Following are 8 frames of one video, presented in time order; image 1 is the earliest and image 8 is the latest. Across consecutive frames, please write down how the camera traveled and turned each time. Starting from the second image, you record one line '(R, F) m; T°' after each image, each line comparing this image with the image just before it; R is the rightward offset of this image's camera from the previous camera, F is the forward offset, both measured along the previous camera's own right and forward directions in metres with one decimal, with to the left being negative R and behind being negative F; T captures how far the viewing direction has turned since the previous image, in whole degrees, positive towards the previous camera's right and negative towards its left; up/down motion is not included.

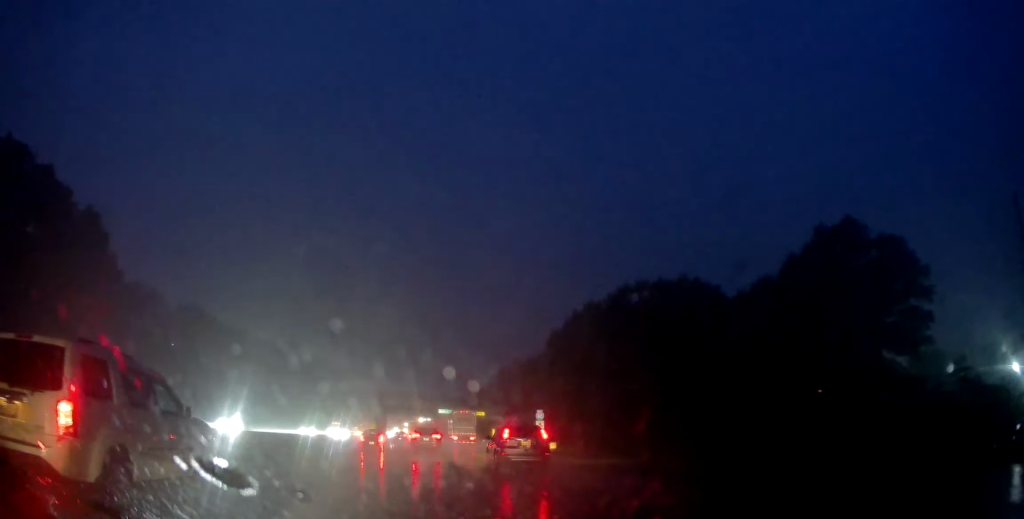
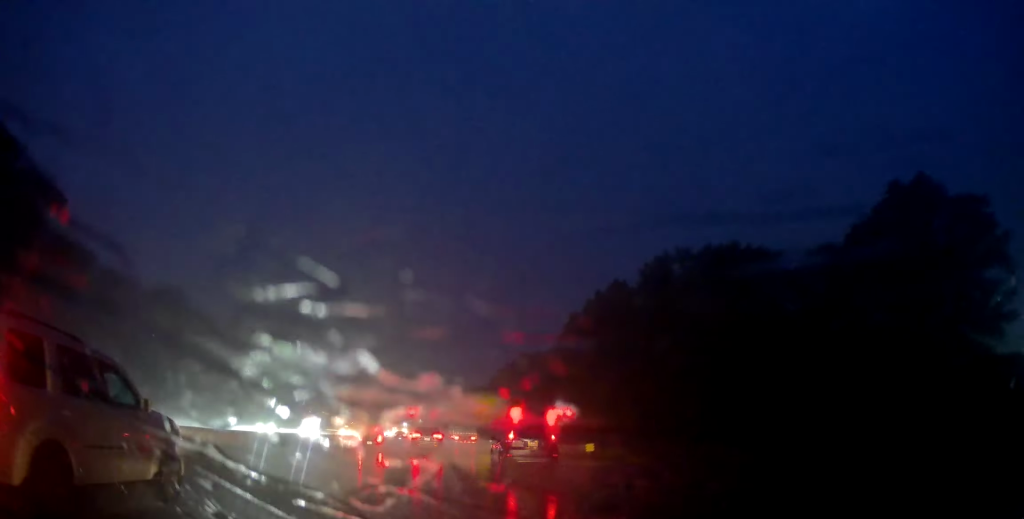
(-0.1, +10.5) m; 0°
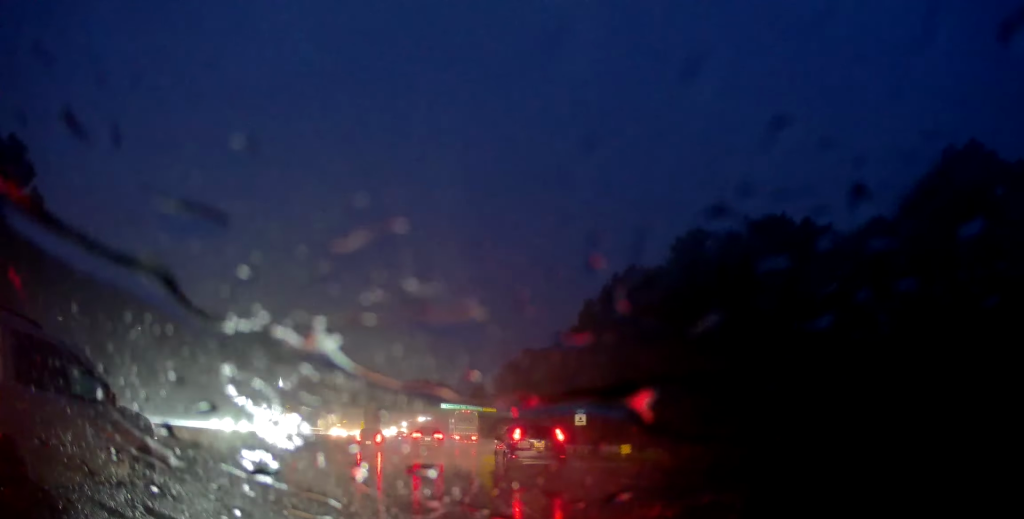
(-0.4, +6.7) m; +1°
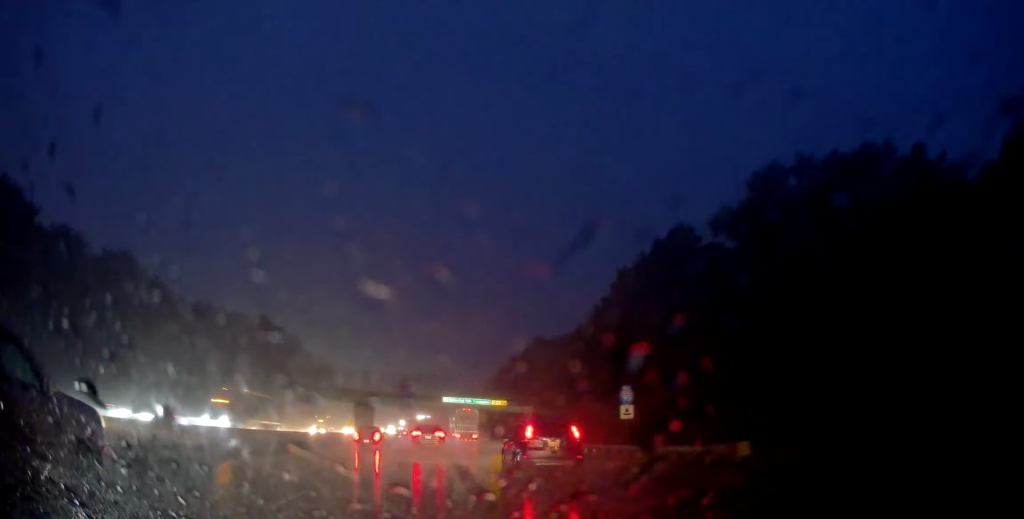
(+0.4, +11.5) m; 0°
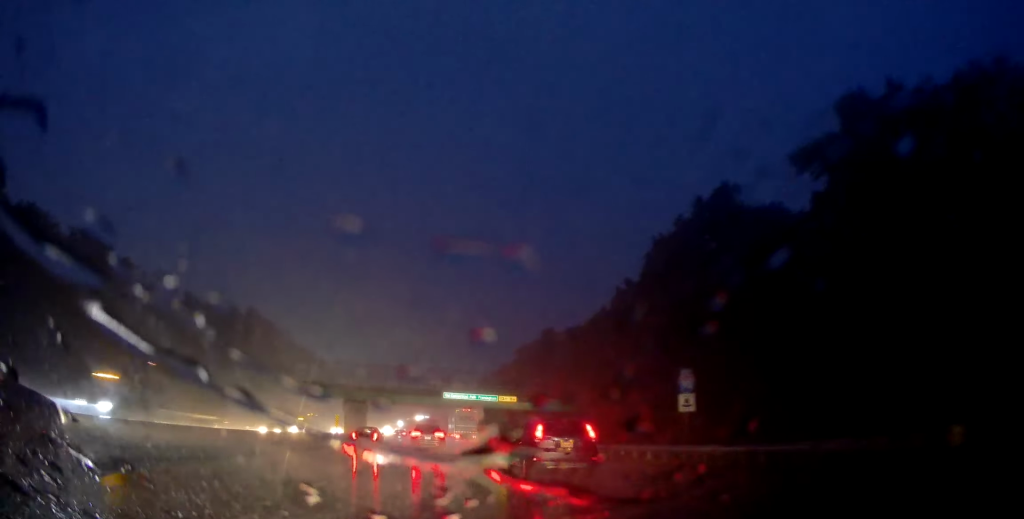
(+0.4, +9.0) m; 0°
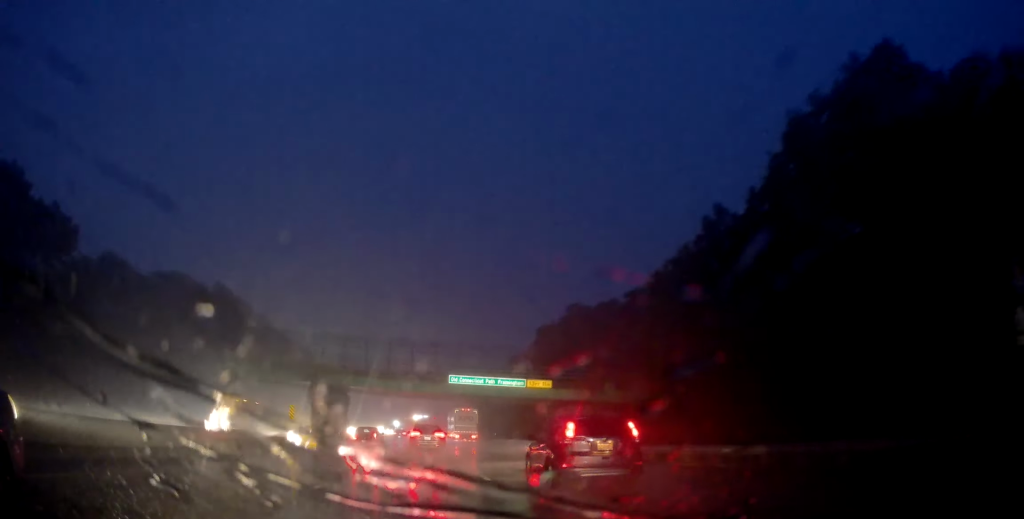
(-1.0, +19.3) m; -1°
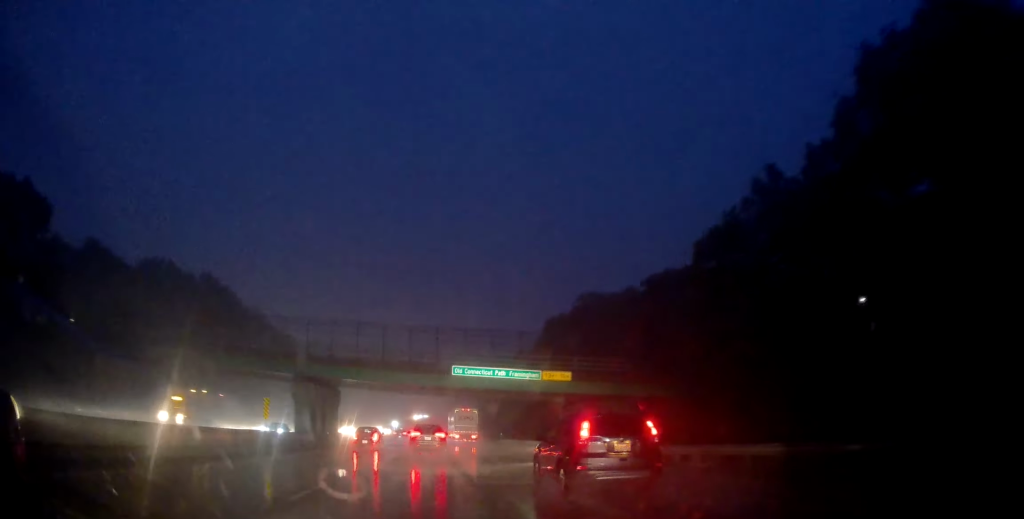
(+0.1, +6.5) m; +2°
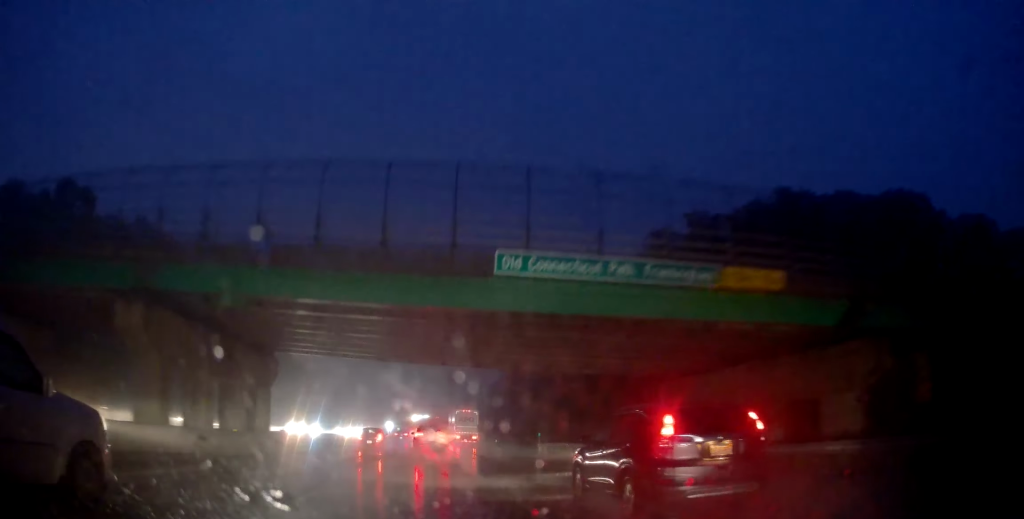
(+0.5, +26.0) m; -1°
